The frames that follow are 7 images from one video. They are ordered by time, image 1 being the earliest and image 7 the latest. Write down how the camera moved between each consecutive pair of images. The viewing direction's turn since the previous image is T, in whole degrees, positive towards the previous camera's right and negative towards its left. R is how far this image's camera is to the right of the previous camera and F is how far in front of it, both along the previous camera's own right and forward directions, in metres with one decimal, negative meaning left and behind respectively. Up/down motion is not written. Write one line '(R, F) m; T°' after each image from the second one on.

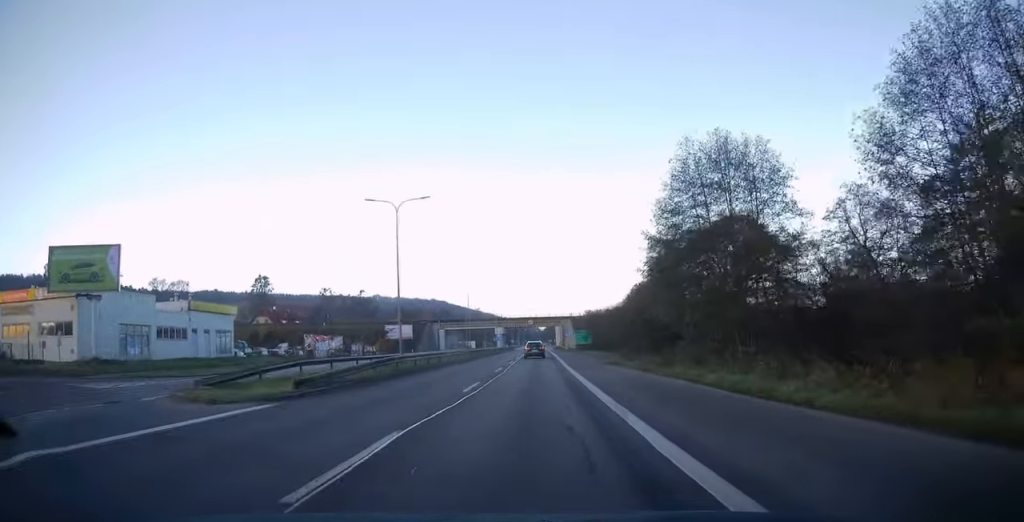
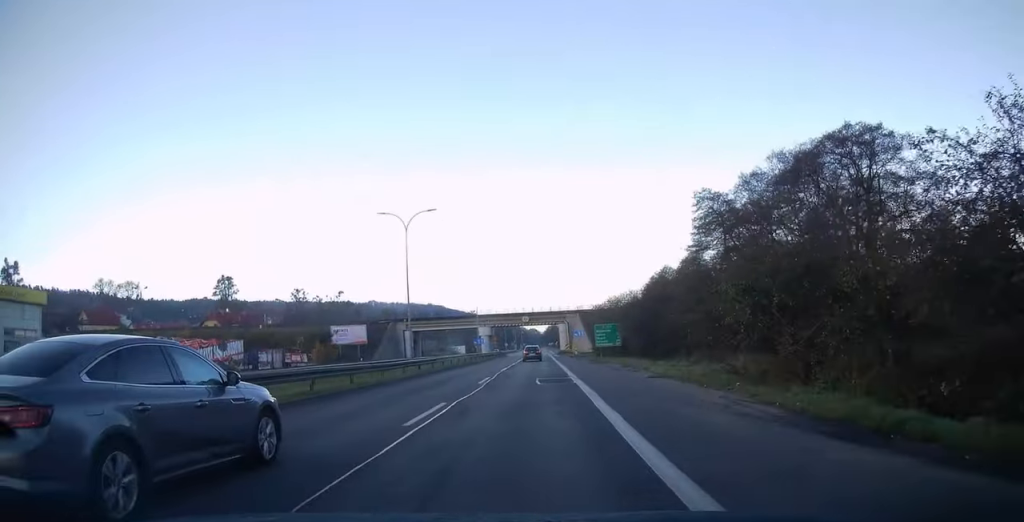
(+0.1, +30.8) m; 0°
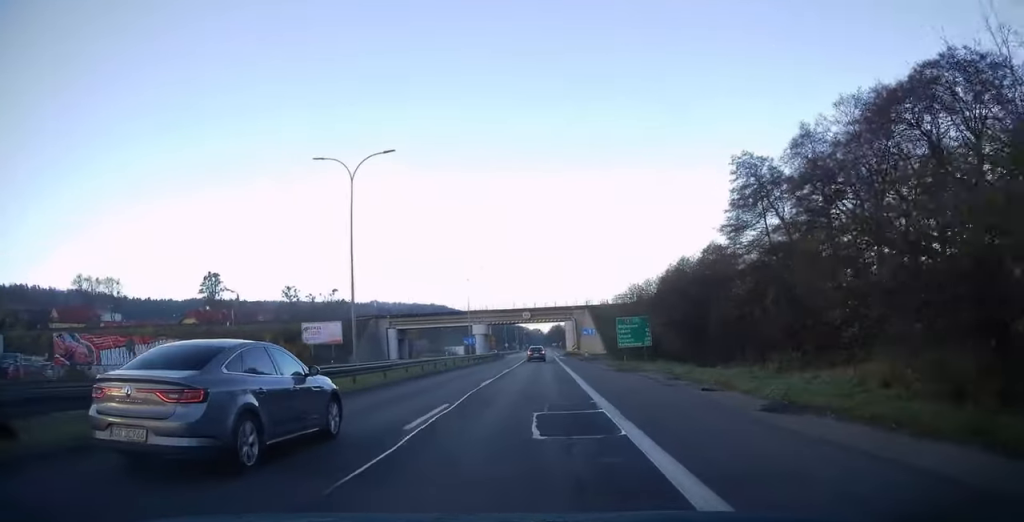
(0.0, +12.3) m; 0°
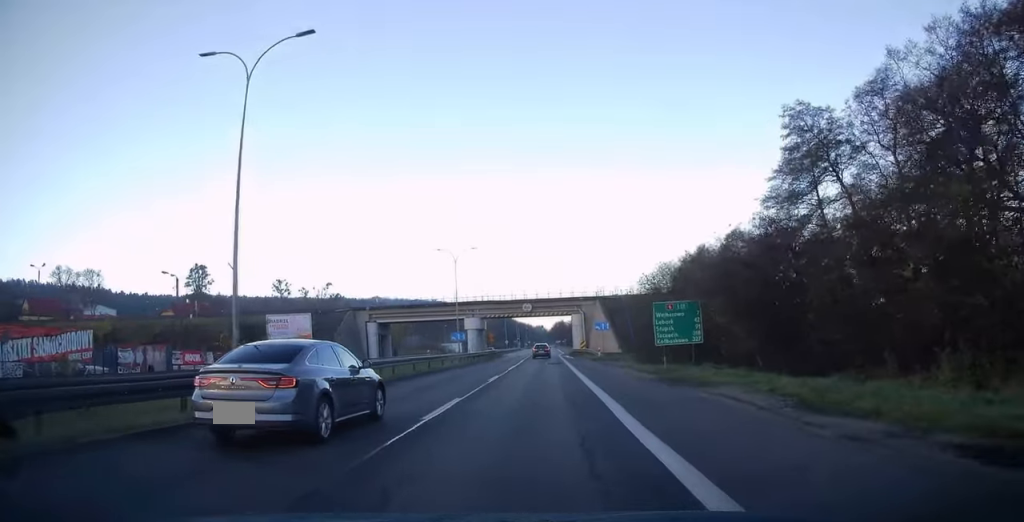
(0.0, +11.2) m; 0°
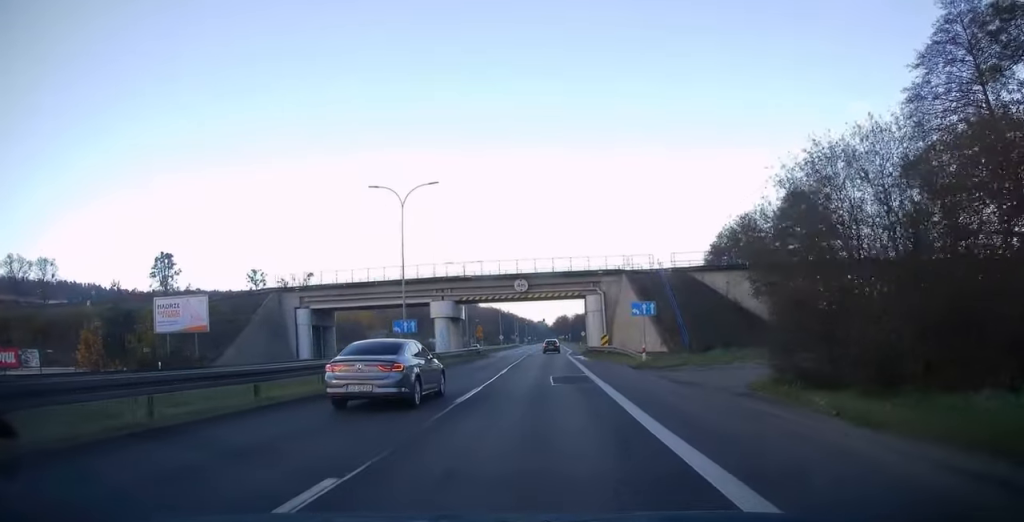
(0.0, +21.5) m; 0°
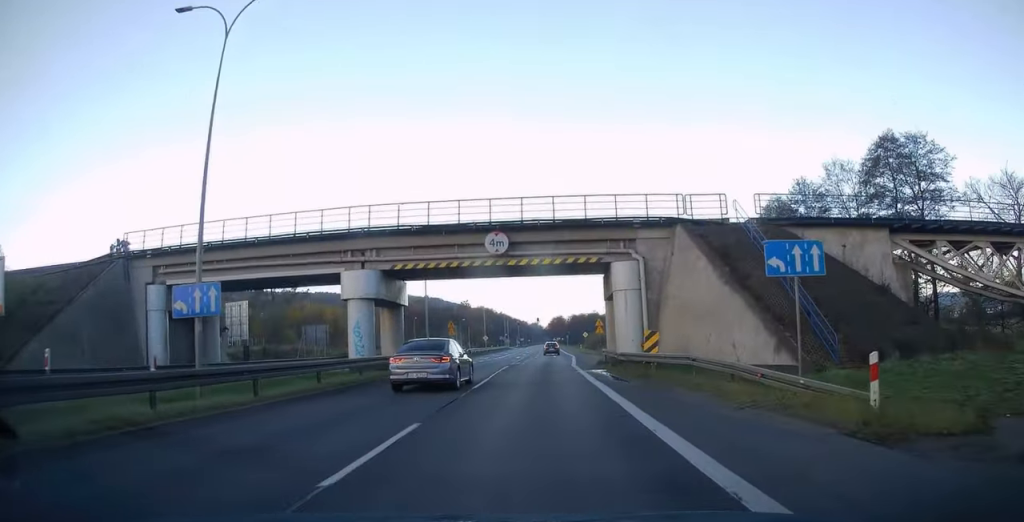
(0.0, +20.4) m; 0°
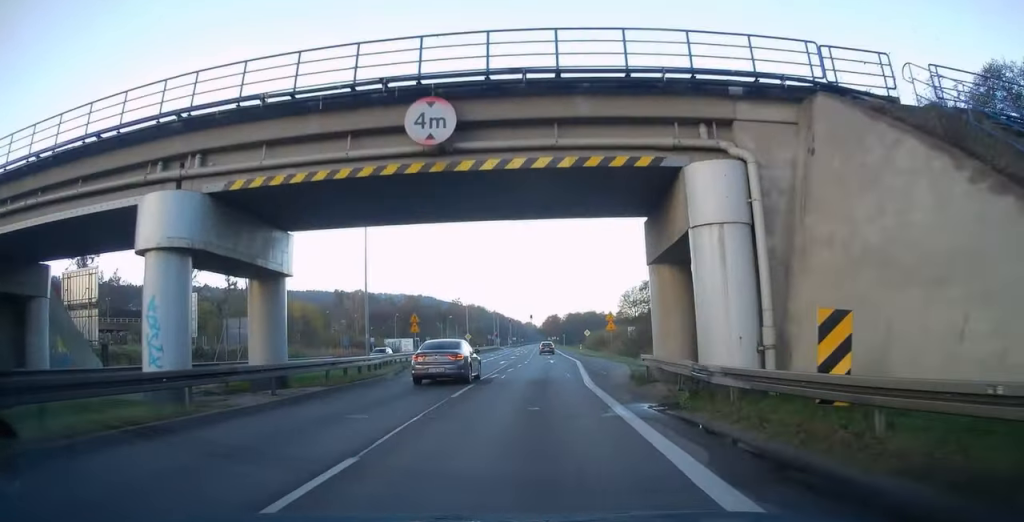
(0.0, +14.8) m; 0°
